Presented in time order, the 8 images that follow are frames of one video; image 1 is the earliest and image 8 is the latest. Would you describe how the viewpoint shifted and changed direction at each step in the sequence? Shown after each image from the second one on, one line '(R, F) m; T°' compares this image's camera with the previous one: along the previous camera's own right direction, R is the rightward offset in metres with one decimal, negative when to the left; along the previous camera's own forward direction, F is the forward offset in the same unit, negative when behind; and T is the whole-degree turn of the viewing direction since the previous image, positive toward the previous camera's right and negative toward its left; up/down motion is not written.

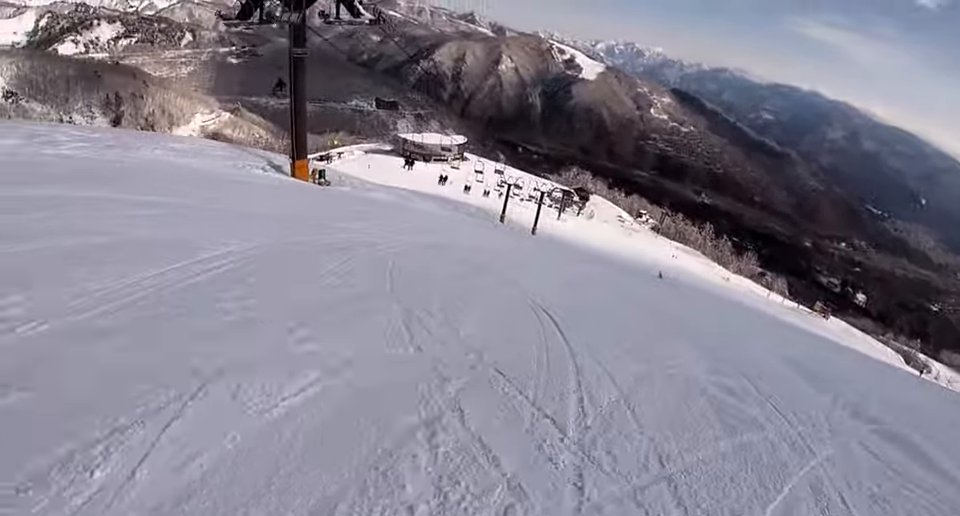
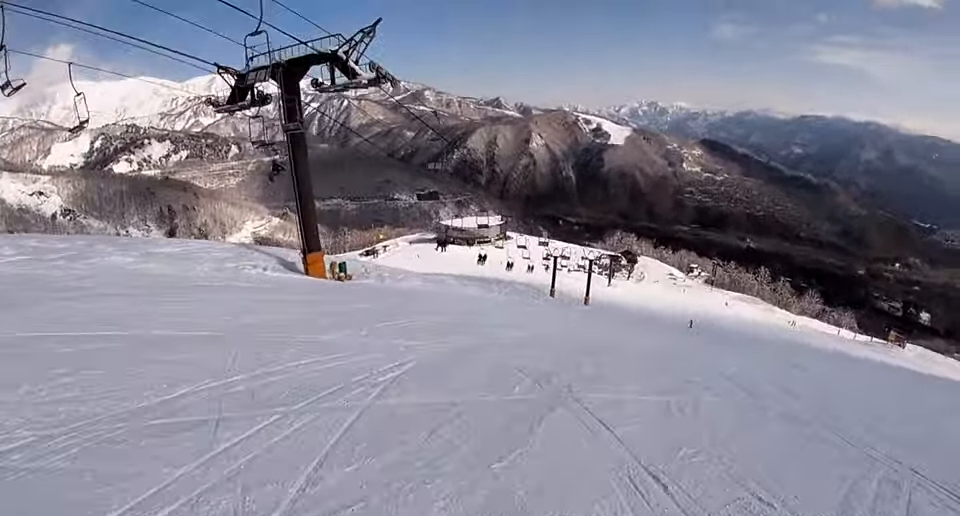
(-0.4, +5.2) m; 0°
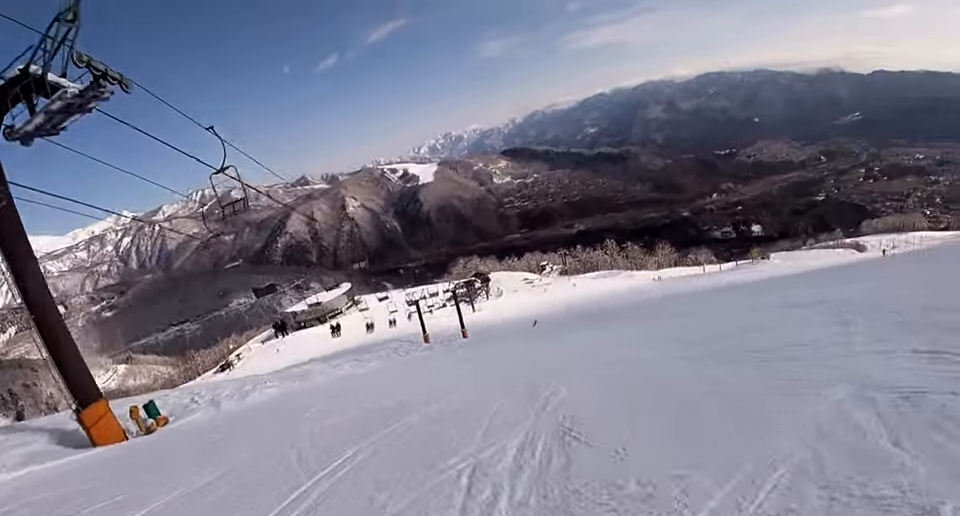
(+0.4, +8.3) m; +15°
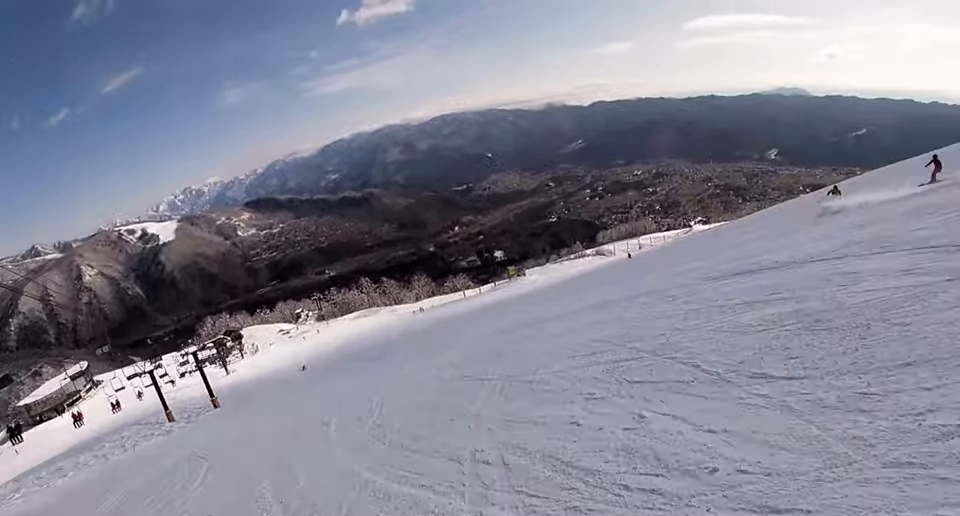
(+2.0, +8.7) m; +16°
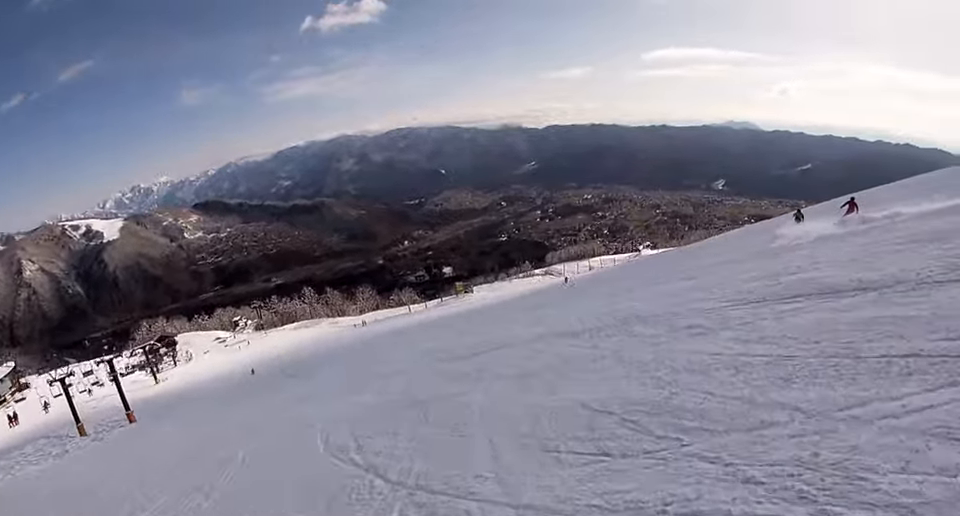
(+0.2, +4.6) m; -2°
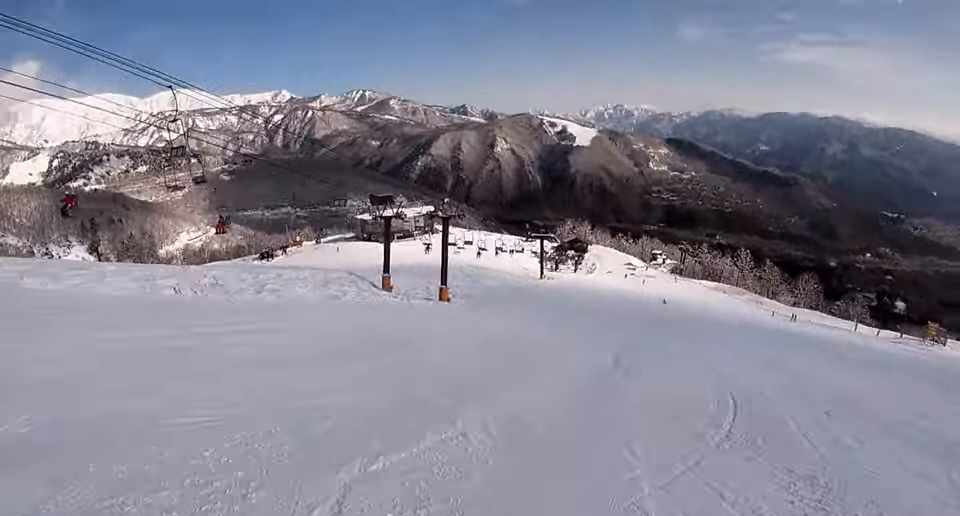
(-7.2, +23.1) m; -27°
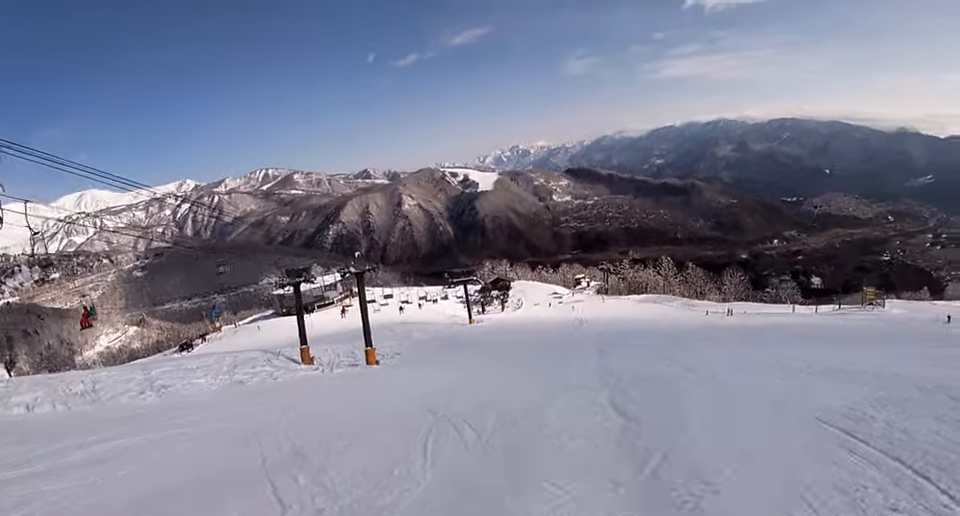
(+0.3, +5.5) m; +2°
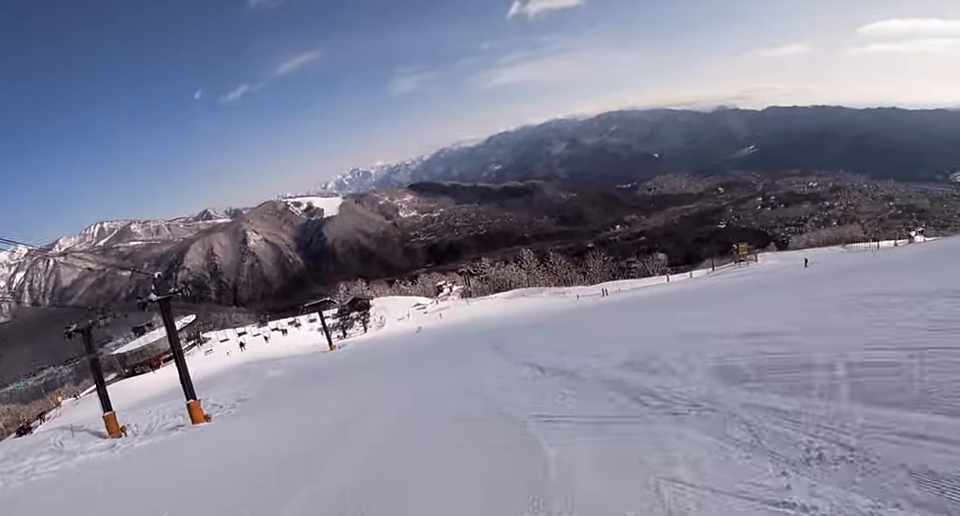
(+0.5, +10.5) m; +4°
